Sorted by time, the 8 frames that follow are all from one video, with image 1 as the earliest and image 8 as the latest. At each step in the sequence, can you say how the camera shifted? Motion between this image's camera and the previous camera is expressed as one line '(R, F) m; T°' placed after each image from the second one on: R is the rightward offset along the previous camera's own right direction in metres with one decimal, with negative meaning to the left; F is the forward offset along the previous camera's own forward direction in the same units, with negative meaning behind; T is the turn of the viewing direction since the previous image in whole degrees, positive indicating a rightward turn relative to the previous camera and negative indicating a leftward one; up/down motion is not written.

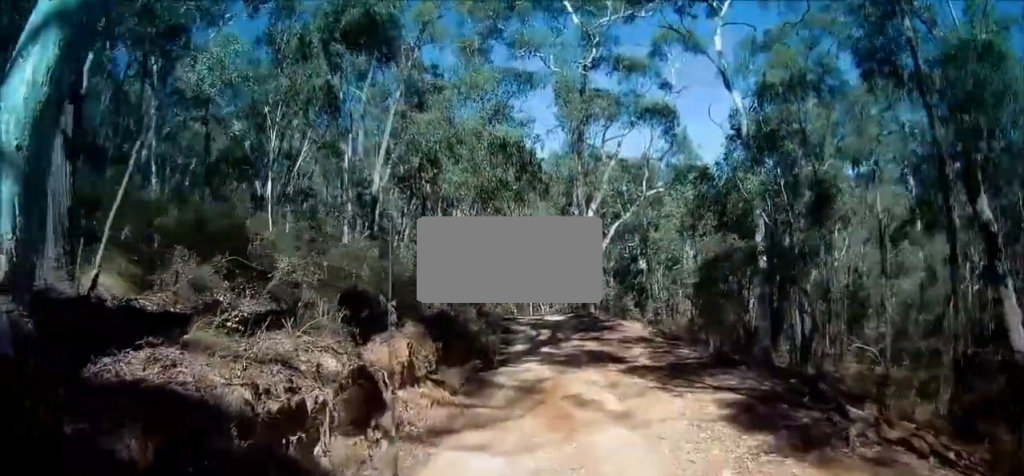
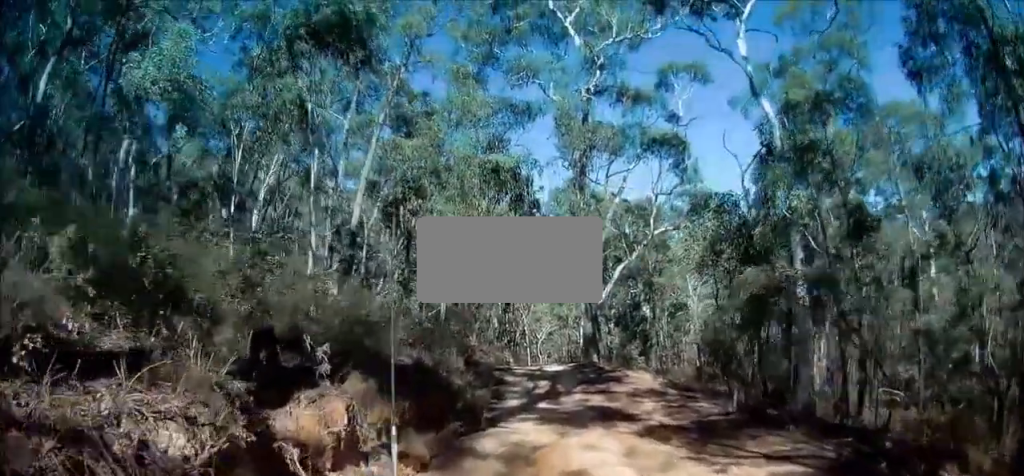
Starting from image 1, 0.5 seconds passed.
(0.0, +2.5) m; 0°
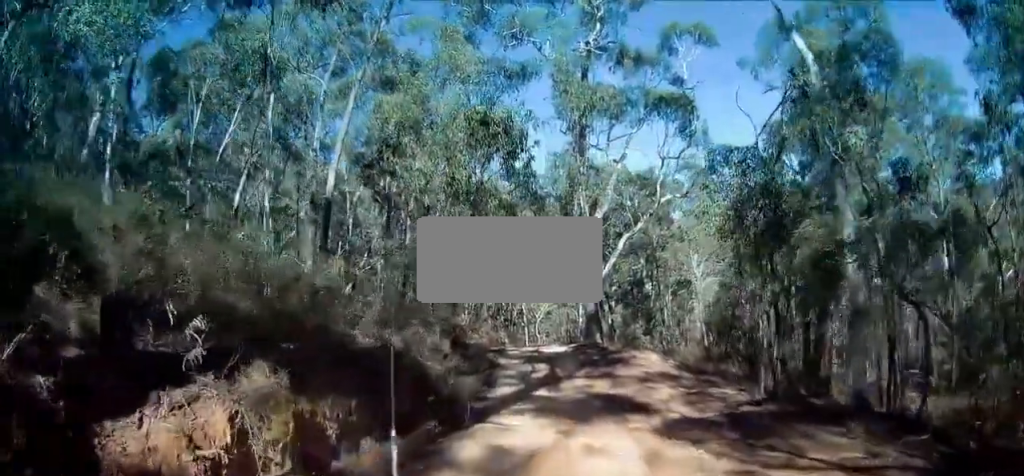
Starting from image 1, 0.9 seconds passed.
(0.0, +2.1) m; -2°
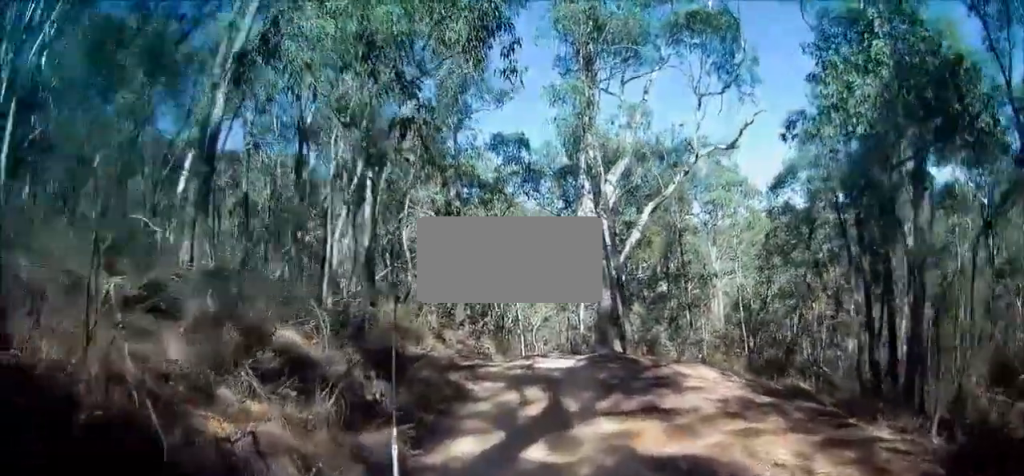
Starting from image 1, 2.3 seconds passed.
(-0.6, +6.8) m; -5°
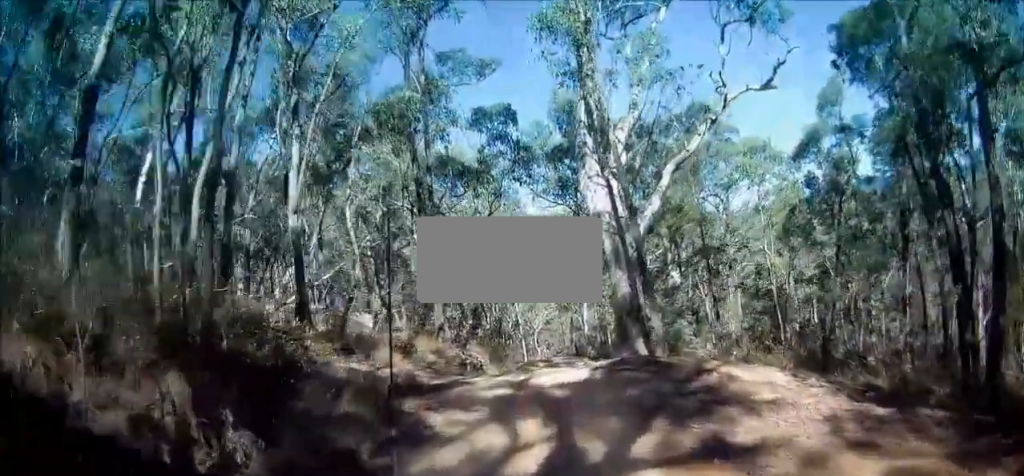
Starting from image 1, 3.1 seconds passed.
(+0.1, +4.1) m; +3°
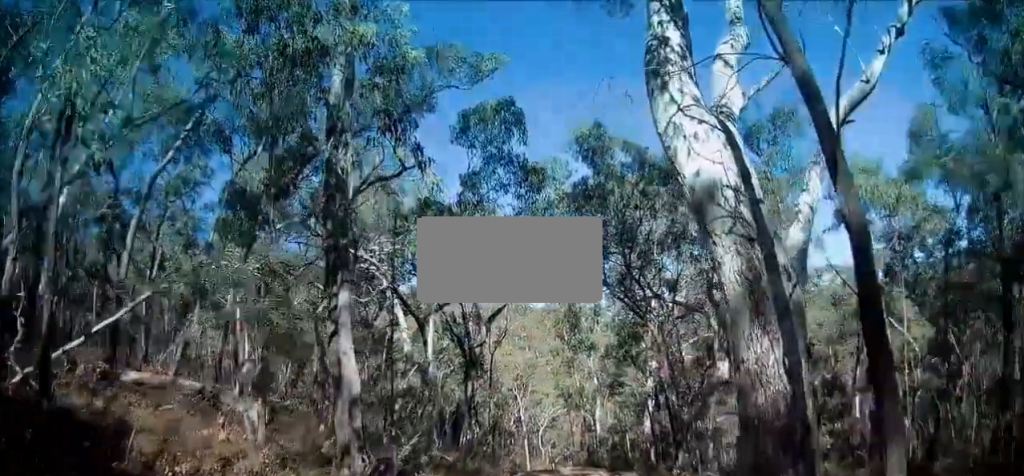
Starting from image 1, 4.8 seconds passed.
(+0.5, +8.3) m; +3°
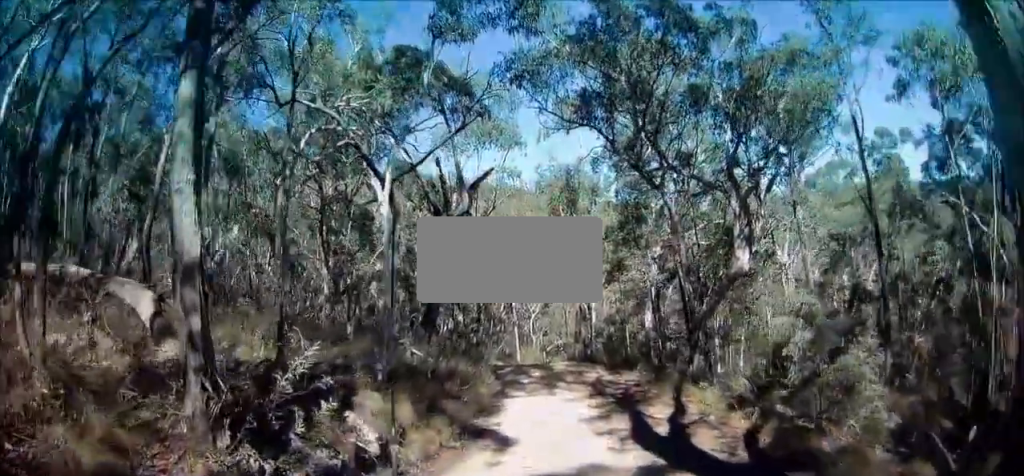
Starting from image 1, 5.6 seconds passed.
(-0.2, +3.9) m; +8°
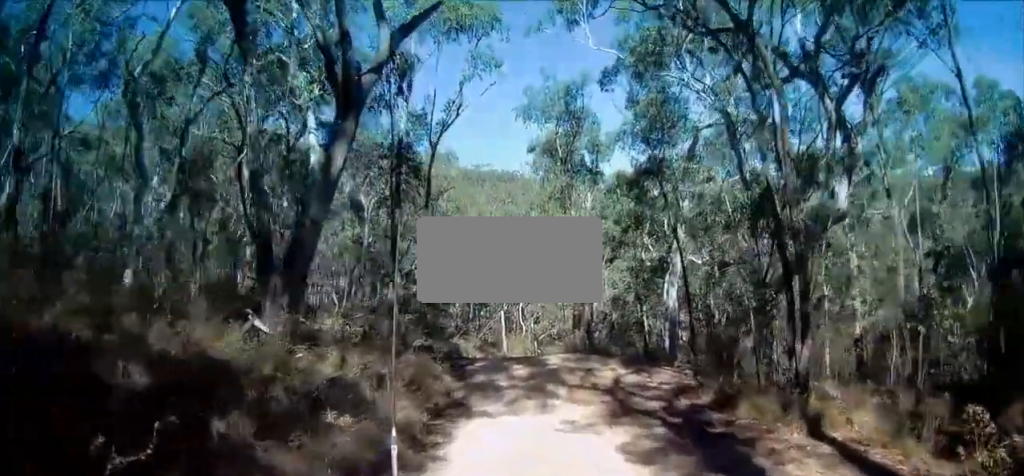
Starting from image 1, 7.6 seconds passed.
(+0.4, +9.0) m; -5°
